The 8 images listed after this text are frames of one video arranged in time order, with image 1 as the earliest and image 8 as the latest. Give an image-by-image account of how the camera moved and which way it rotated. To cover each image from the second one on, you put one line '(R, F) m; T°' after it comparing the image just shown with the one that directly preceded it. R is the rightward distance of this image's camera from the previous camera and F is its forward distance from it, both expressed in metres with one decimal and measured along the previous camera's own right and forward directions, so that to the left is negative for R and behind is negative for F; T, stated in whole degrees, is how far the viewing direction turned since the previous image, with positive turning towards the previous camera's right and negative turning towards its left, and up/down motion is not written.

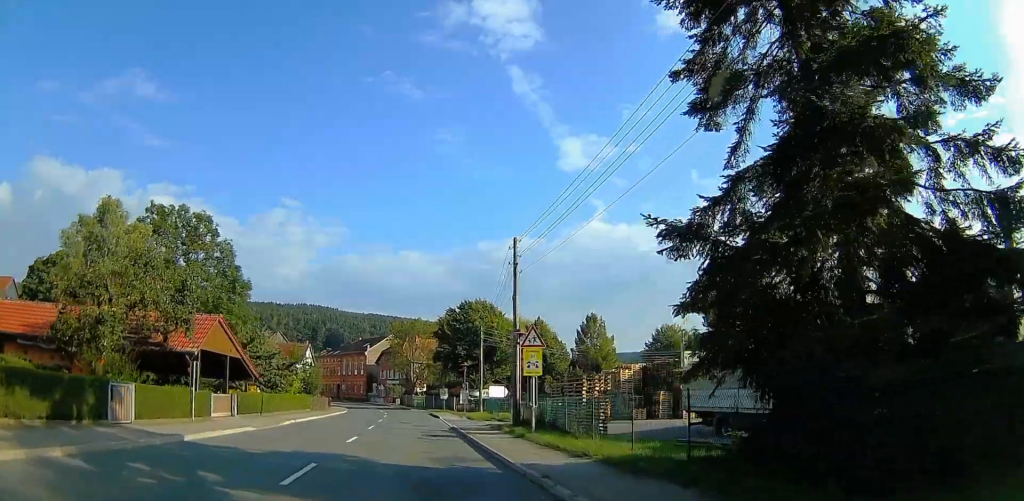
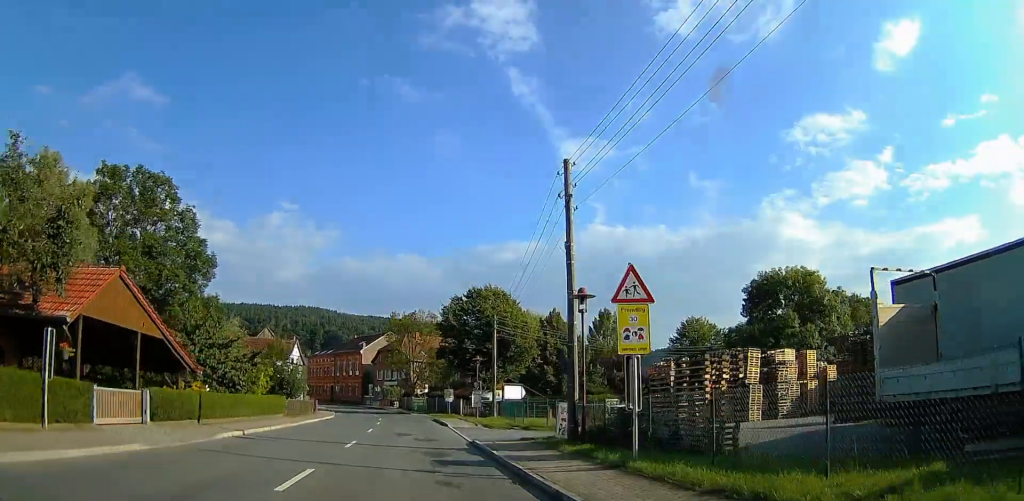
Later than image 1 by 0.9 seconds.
(-0.2, +9.4) m; -1°
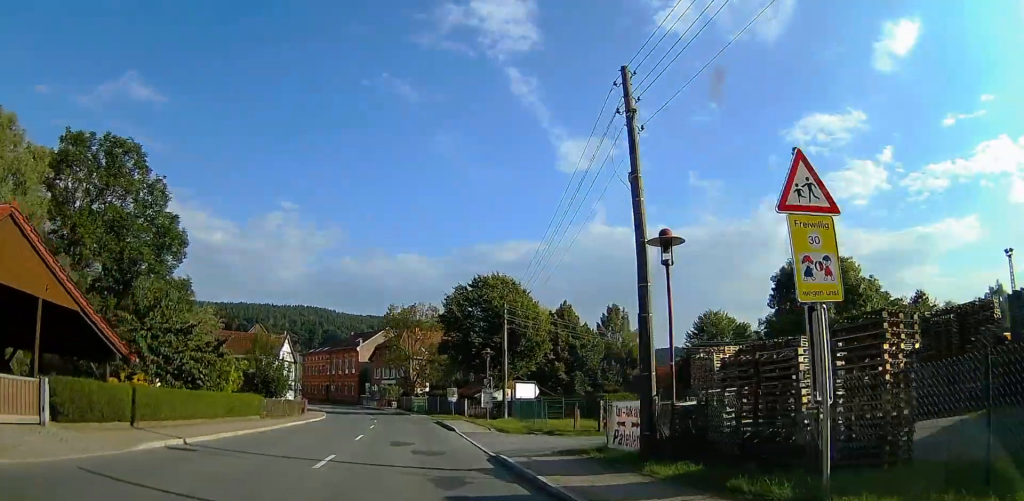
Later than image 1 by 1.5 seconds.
(0.0, +5.7) m; 0°
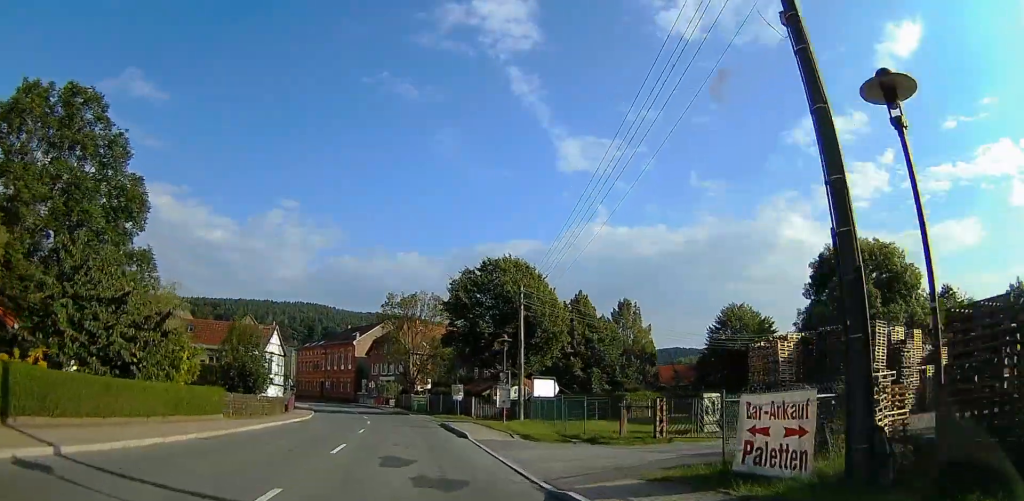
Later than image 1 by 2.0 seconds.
(0.0, +6.6) m; 0°
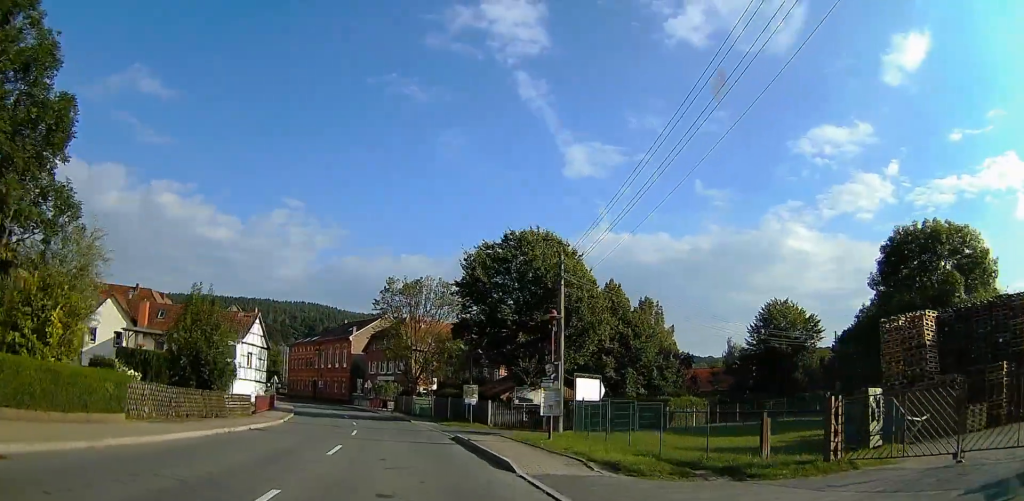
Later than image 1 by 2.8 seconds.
(0.0, +9.5) m; +1°
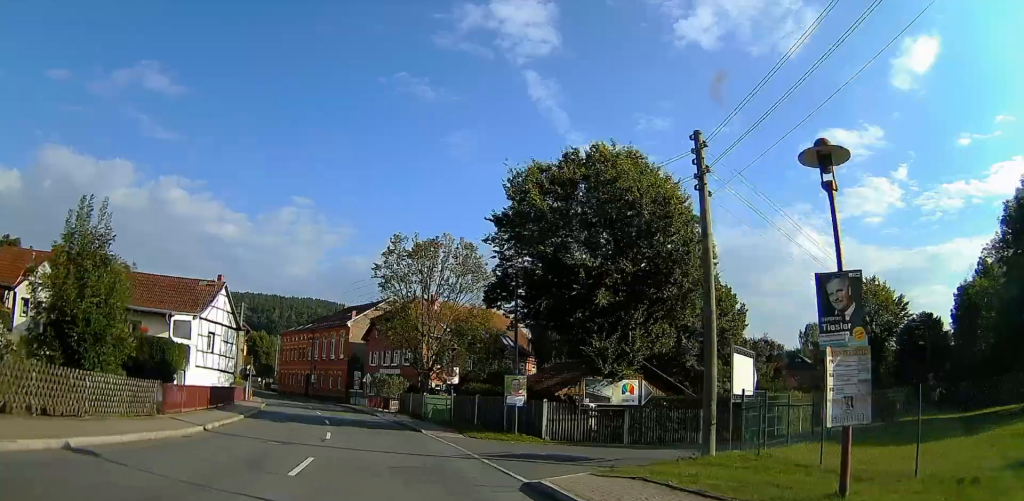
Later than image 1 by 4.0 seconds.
(+0.1, +14.0) m; +1°
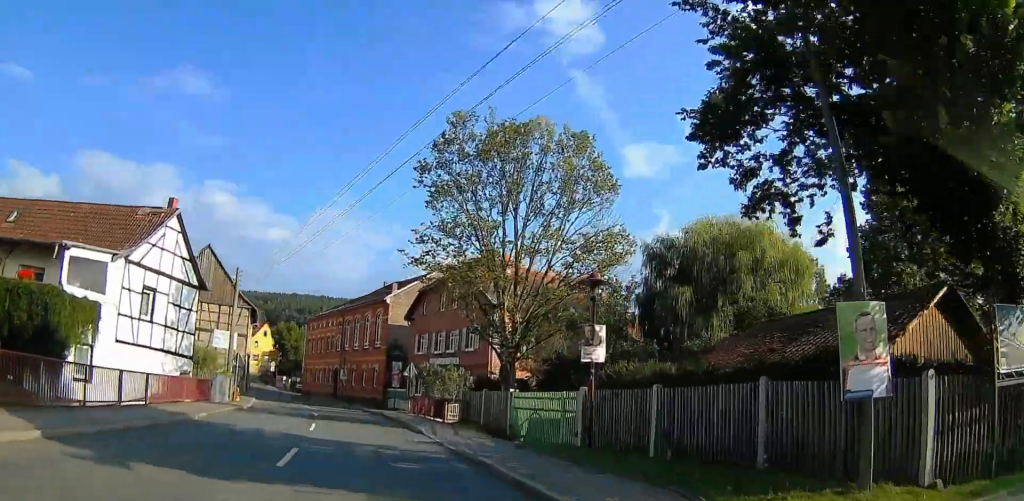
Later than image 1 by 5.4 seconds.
(0.0, +18.8) m; -3°
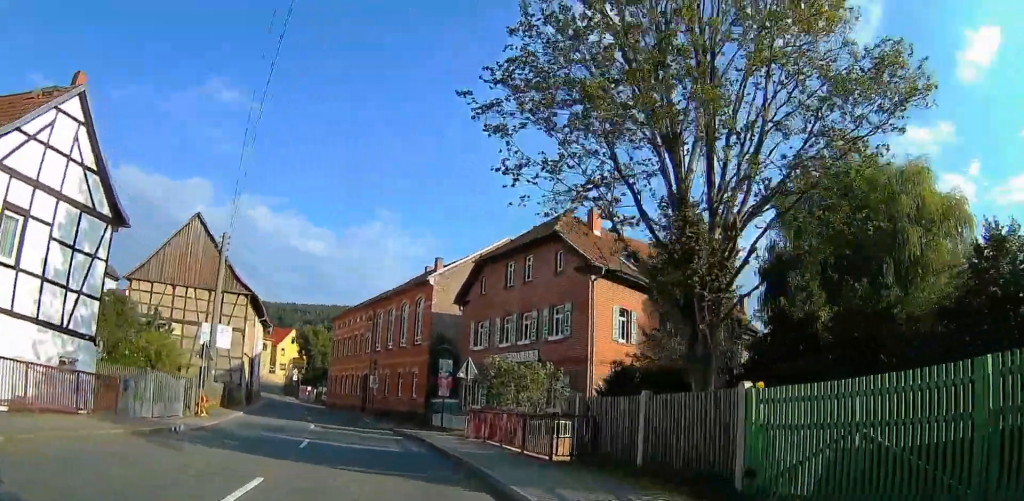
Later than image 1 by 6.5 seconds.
(-0.7, +14.2) m; -7°
